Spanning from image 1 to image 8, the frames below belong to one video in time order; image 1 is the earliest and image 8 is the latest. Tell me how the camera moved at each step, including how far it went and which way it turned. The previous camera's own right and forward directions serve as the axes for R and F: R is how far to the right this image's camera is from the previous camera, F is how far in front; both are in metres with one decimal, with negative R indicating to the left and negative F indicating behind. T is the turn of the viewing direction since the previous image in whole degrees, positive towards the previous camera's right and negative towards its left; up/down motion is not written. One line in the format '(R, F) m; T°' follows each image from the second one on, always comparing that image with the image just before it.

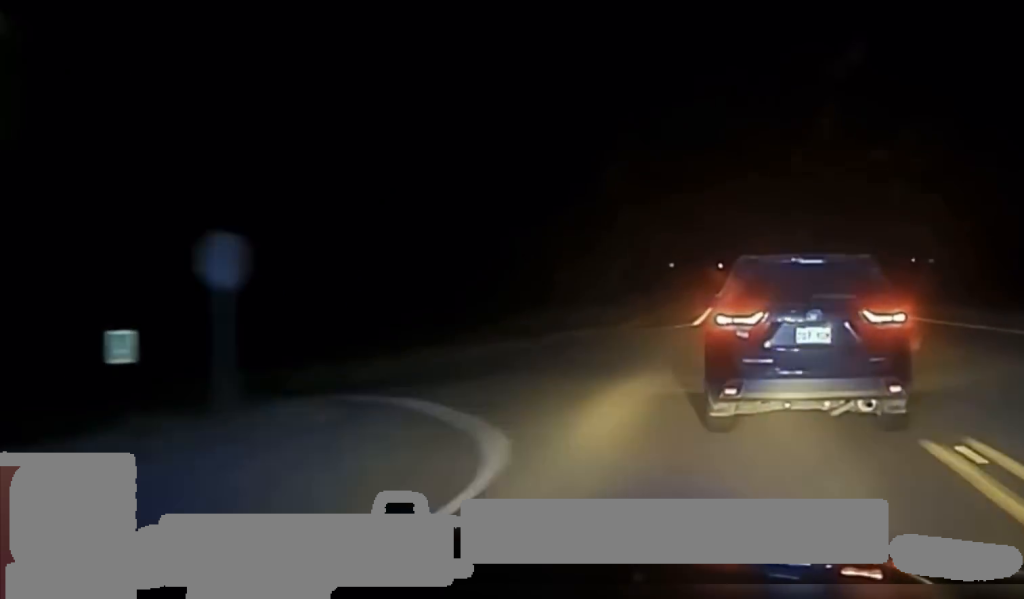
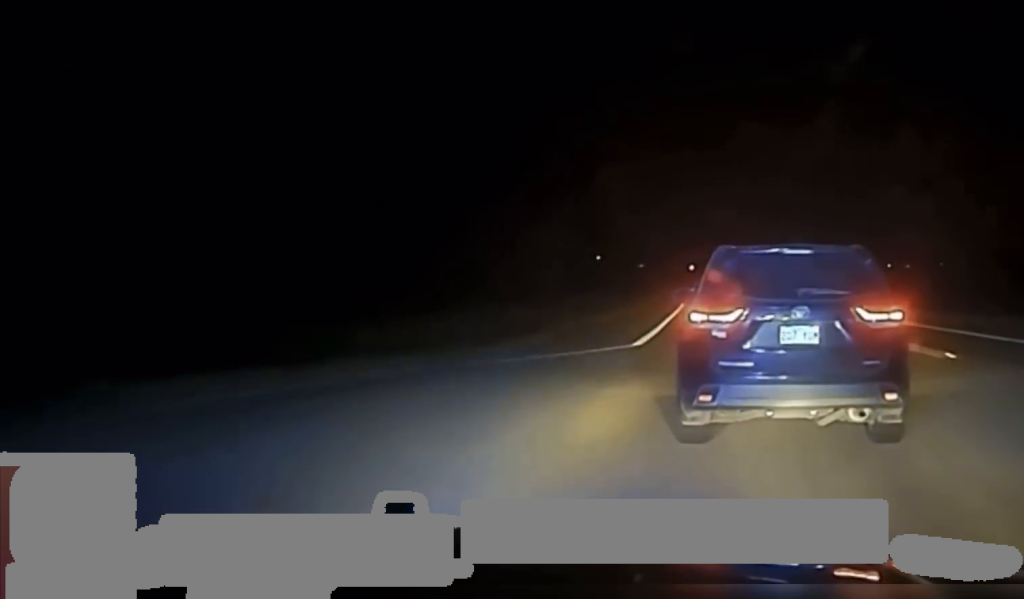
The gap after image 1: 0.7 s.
(-0.1, +20.5) m; 0°
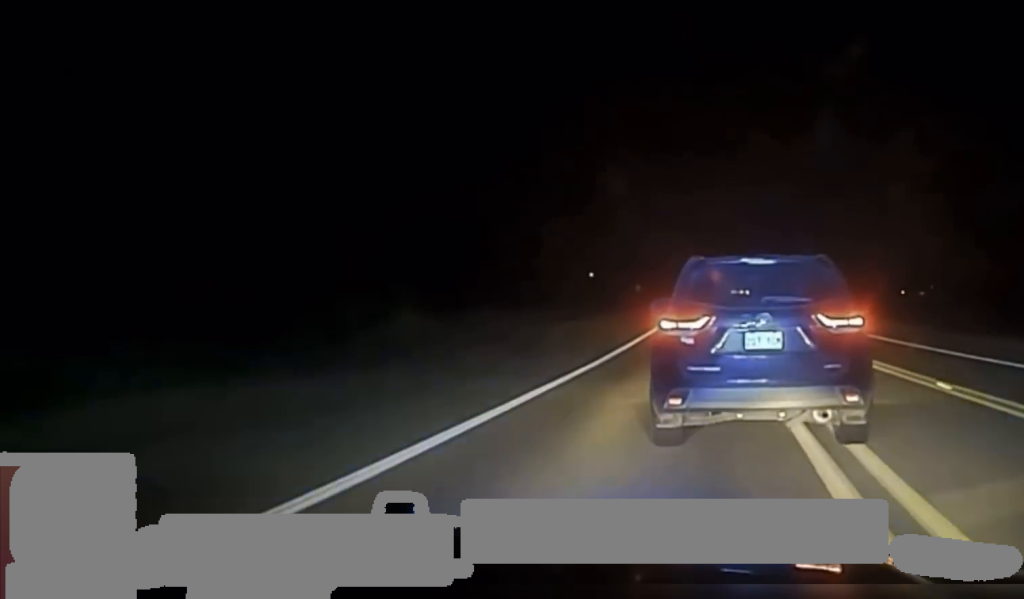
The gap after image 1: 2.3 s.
(+0.3, +53.3) m; +1°
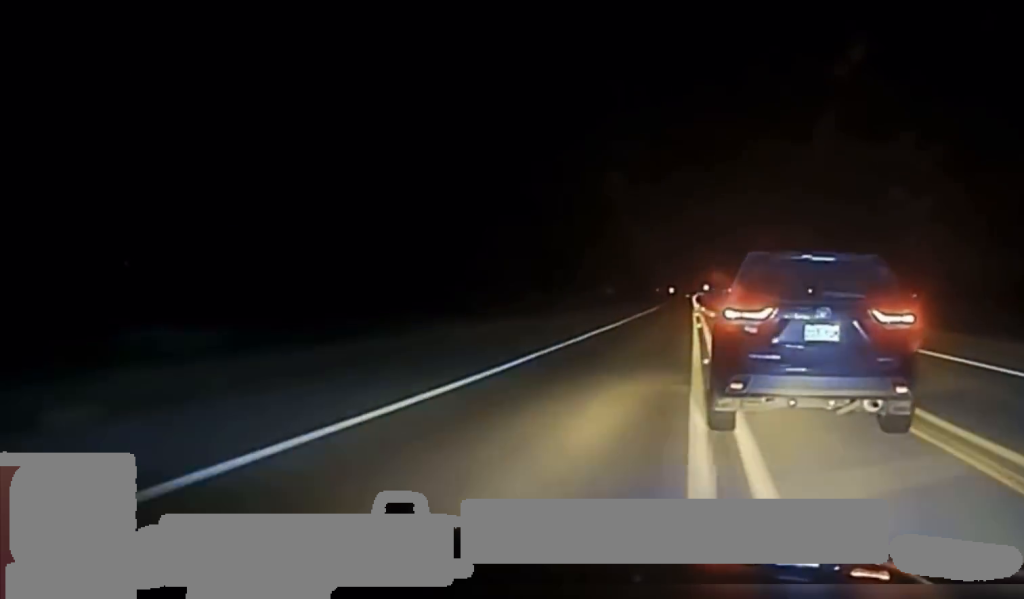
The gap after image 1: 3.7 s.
(+0.2, +47.7) m; +1°
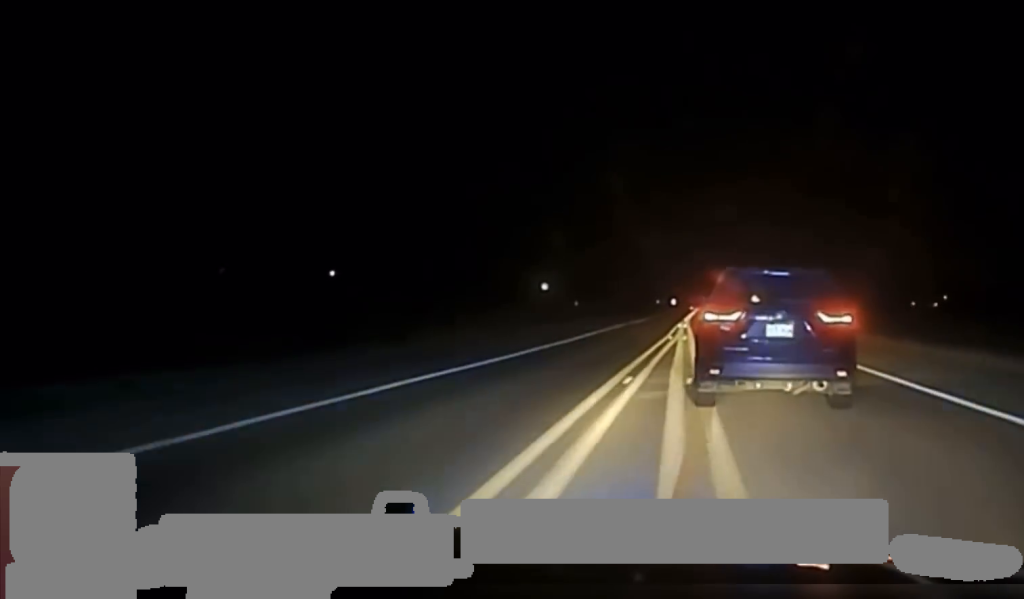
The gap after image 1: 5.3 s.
(-0.3, +54.4) m; -1°
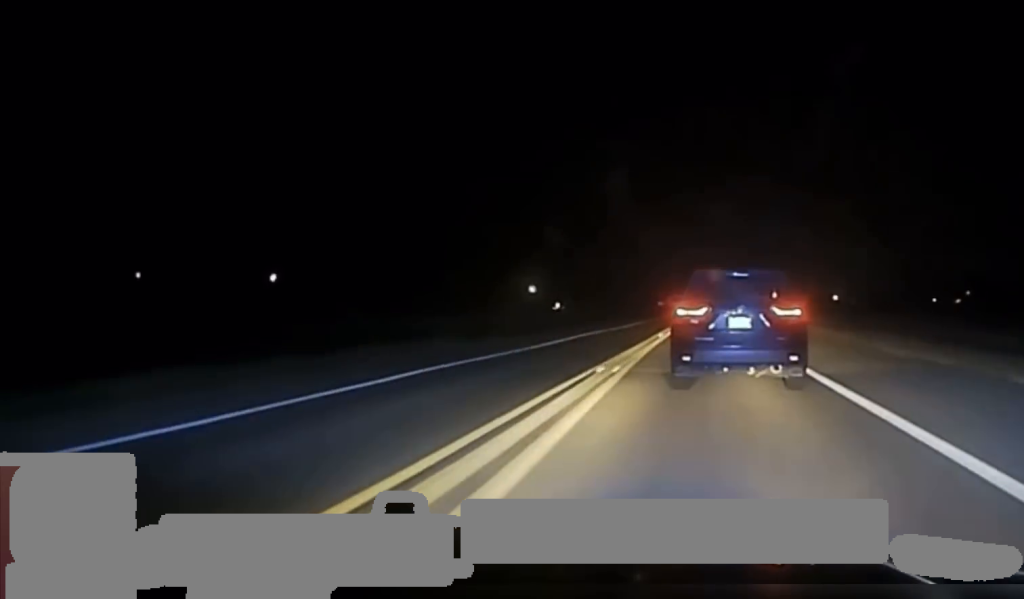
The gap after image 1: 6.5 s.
(-0.5, +44.3) m; -1°
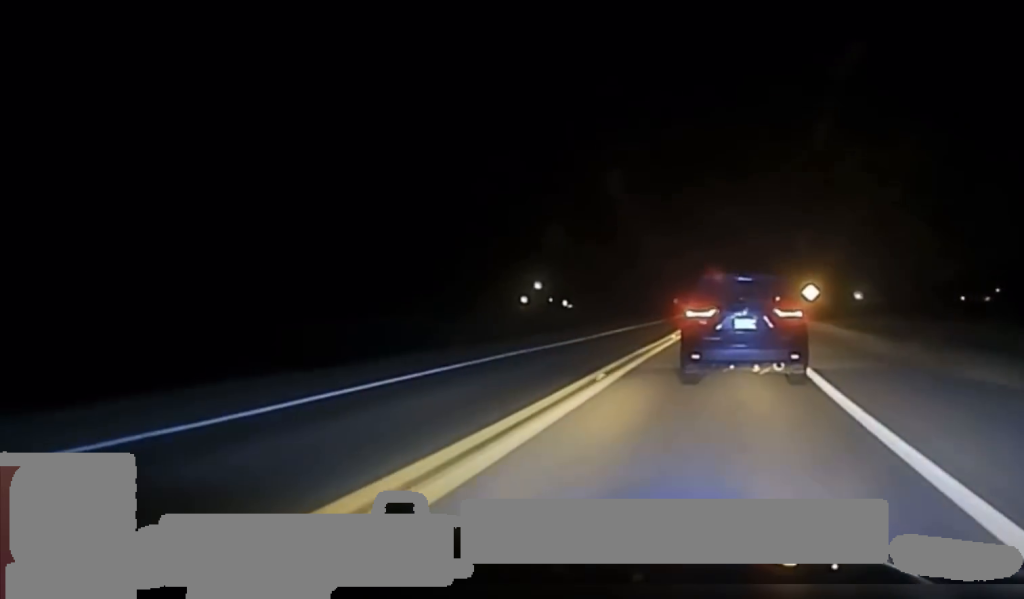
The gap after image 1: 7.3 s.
(-0.2, +25.6) m; 0°
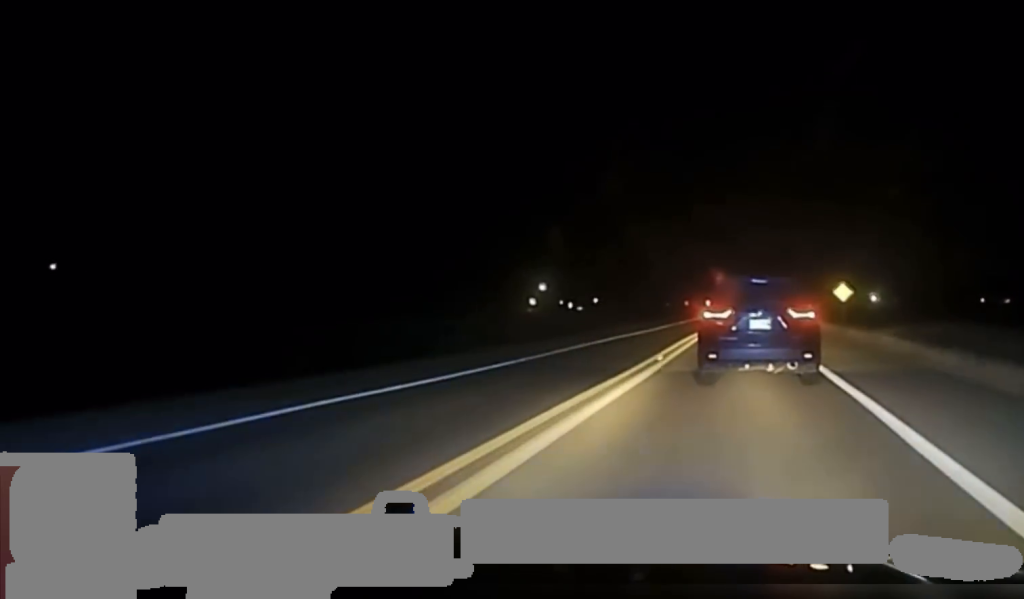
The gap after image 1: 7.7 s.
(0.0, +15.2) m; 0°
